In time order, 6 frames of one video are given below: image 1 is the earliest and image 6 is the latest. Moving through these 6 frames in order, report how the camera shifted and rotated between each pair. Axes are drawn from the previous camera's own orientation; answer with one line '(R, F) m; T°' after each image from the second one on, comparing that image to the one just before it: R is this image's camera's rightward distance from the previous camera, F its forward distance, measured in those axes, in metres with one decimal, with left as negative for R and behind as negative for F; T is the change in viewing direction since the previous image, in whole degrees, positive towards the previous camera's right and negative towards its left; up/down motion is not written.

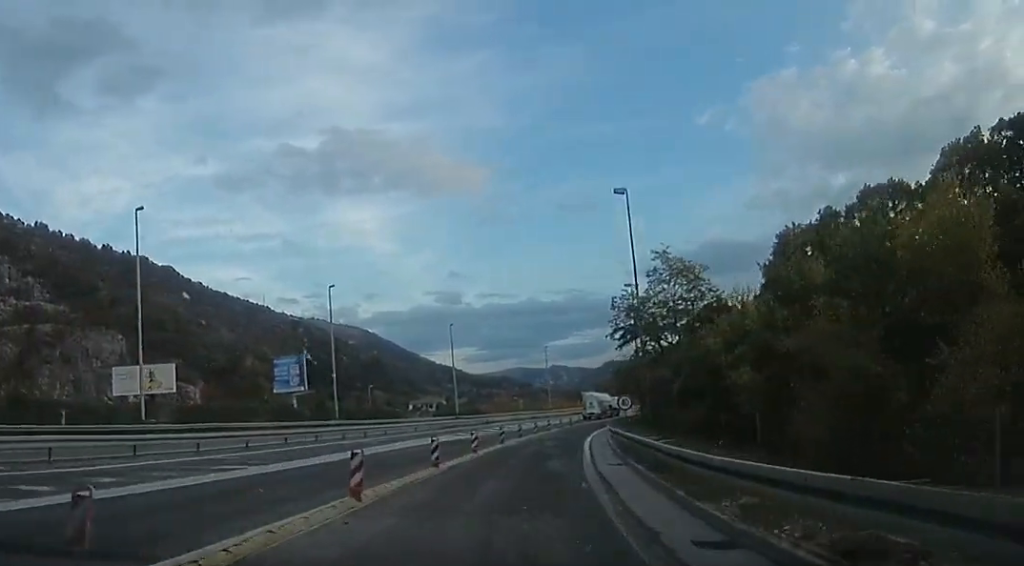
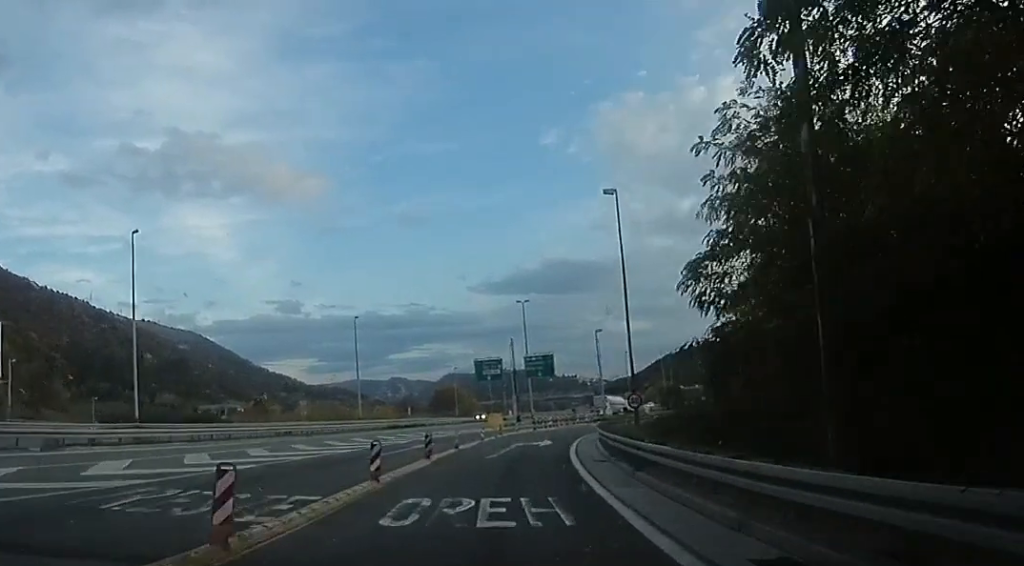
(+7.3, +57.0) m; +14°
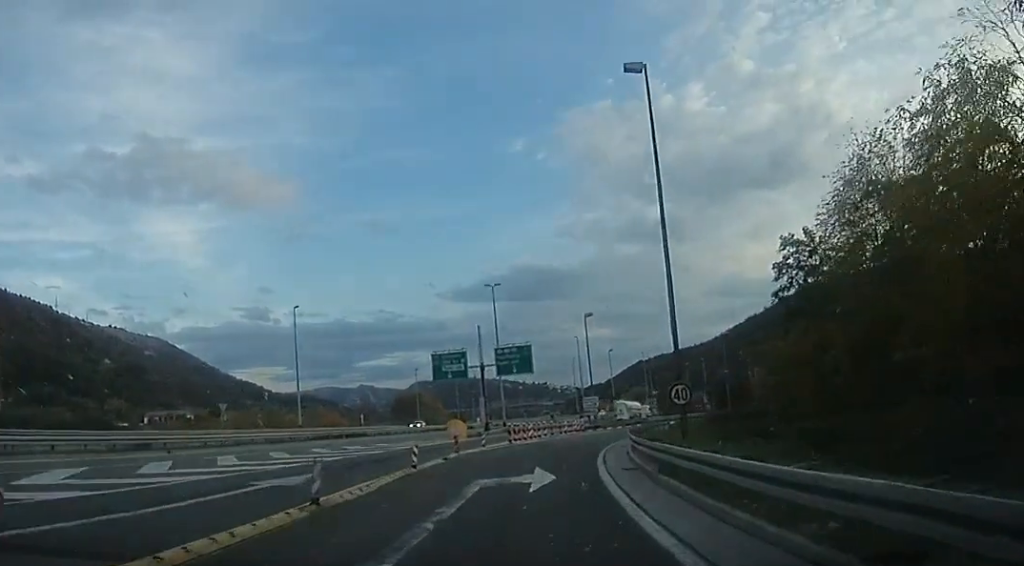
(+0.7, +14.2) m; +4°
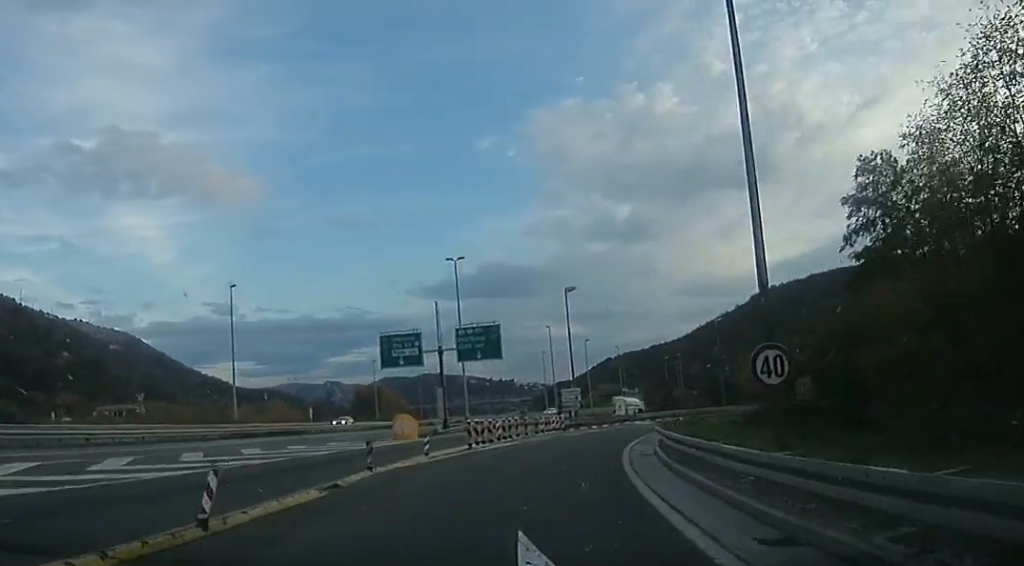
(-0.1, +9.7) m; +3°
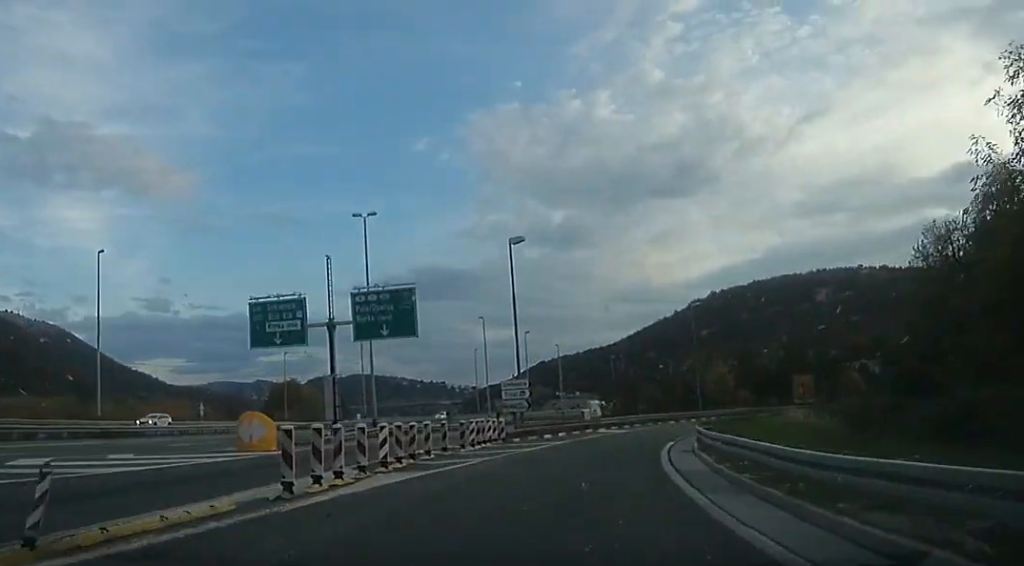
(+0.9, +13.6) m; +9°
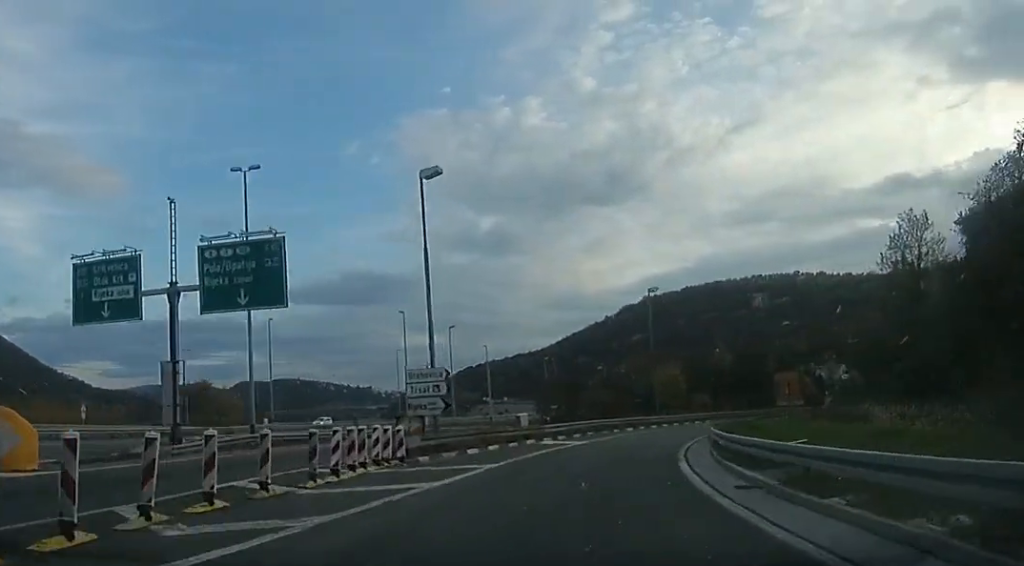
(+0.8, +10.1) m; +4°
